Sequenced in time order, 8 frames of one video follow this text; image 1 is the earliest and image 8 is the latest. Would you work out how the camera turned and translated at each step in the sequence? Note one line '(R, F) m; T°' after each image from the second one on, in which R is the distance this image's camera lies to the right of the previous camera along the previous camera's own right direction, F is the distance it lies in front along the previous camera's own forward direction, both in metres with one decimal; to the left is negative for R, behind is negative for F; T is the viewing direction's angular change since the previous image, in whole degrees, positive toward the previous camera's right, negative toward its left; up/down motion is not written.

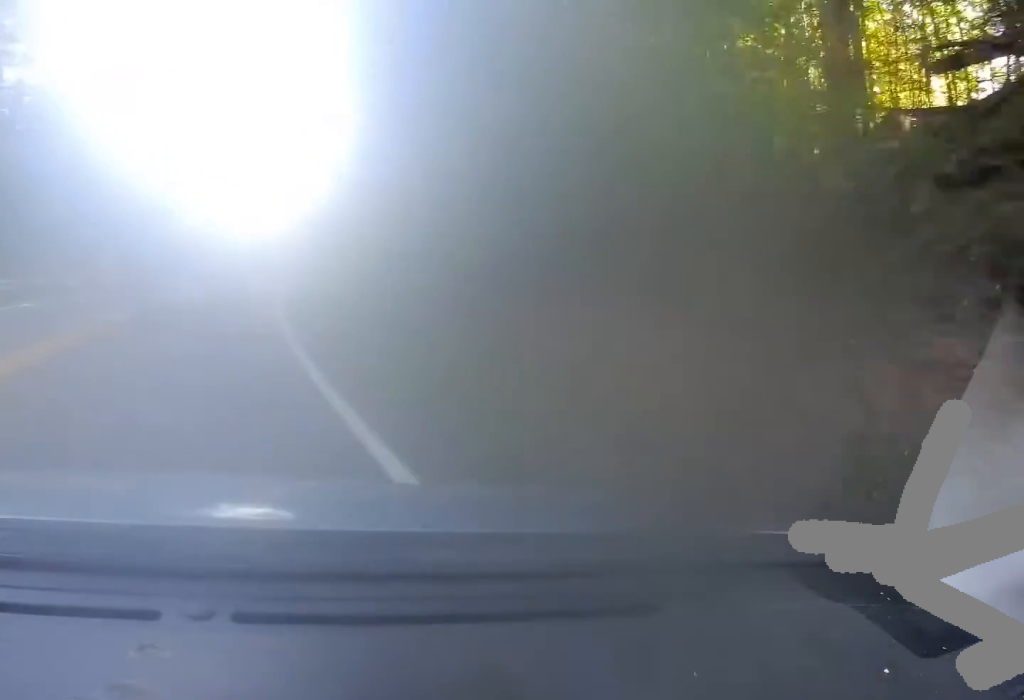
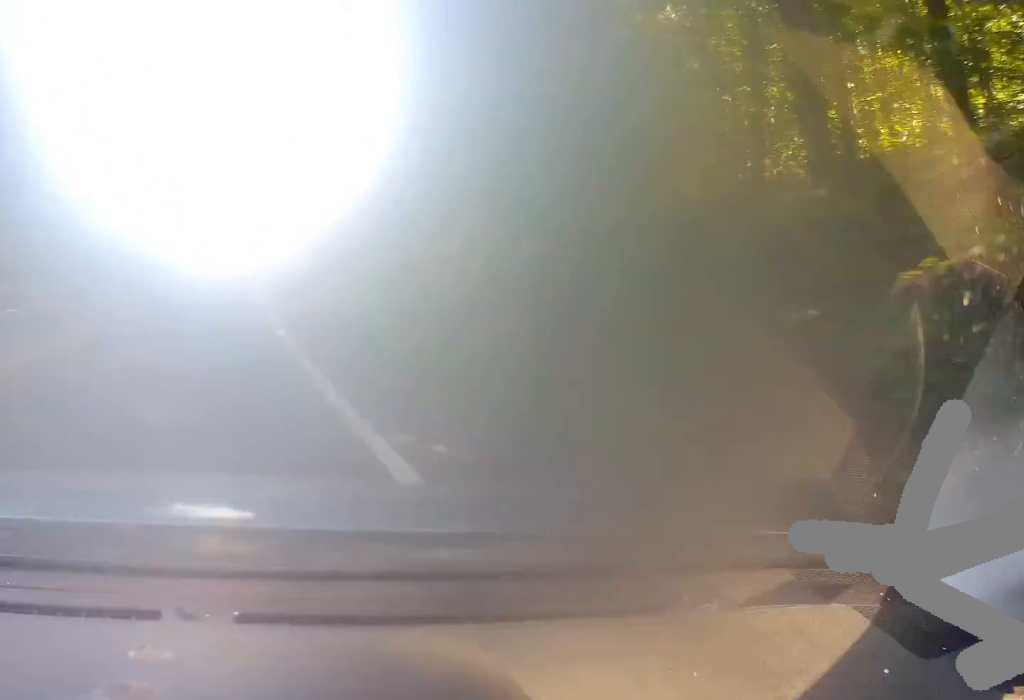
(+0.6, +20.0) m; +4°
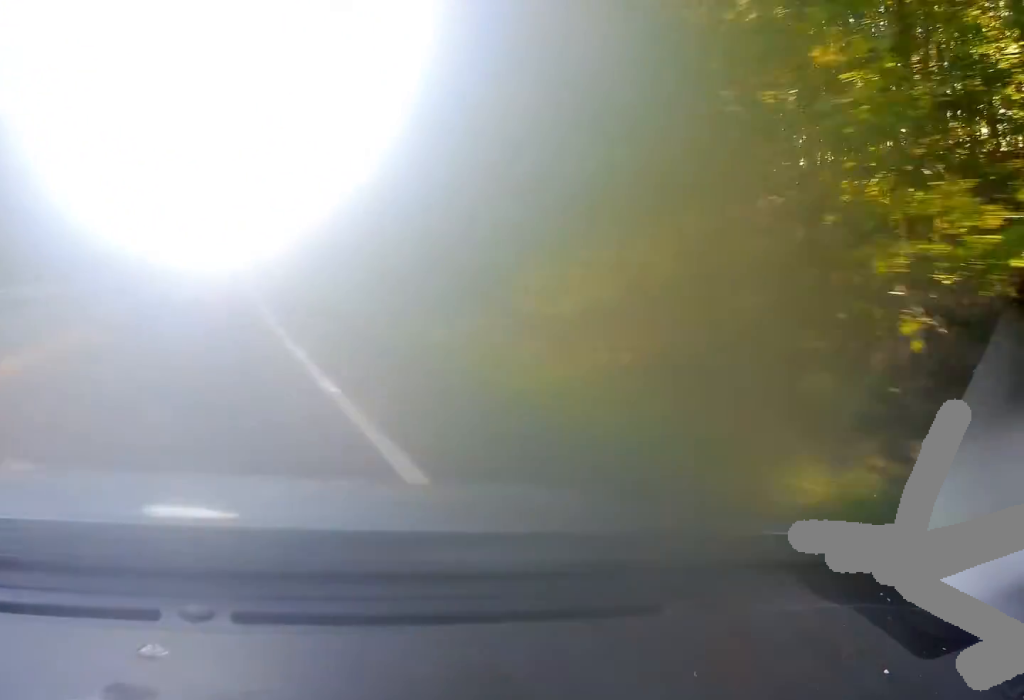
(+0.7, +15.9) m; +3°
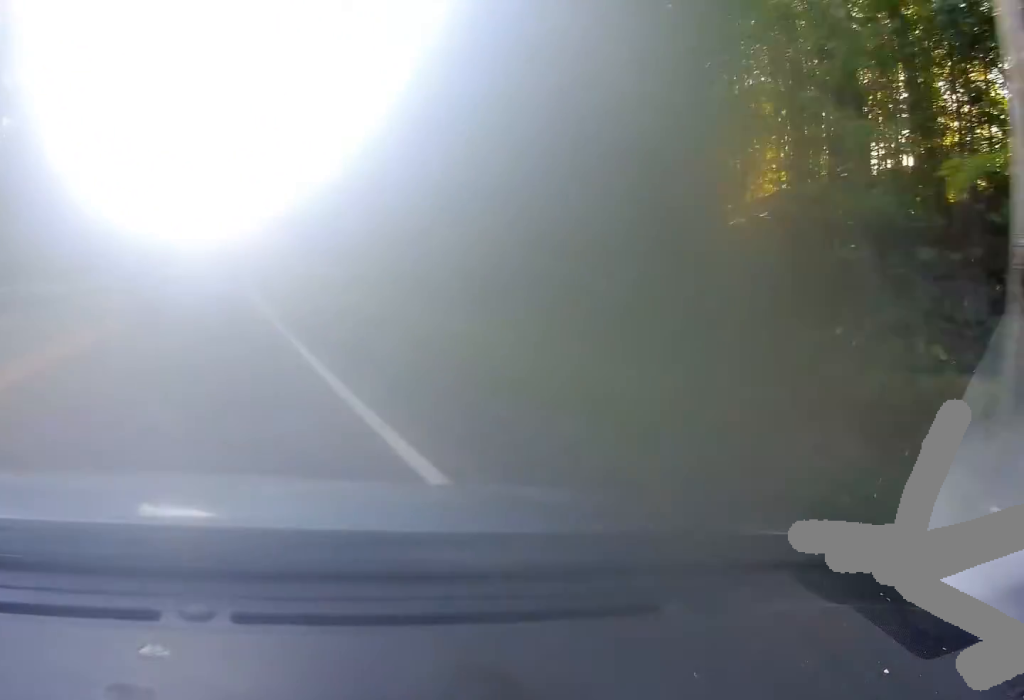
(+0.3, +16.0) m; +1°
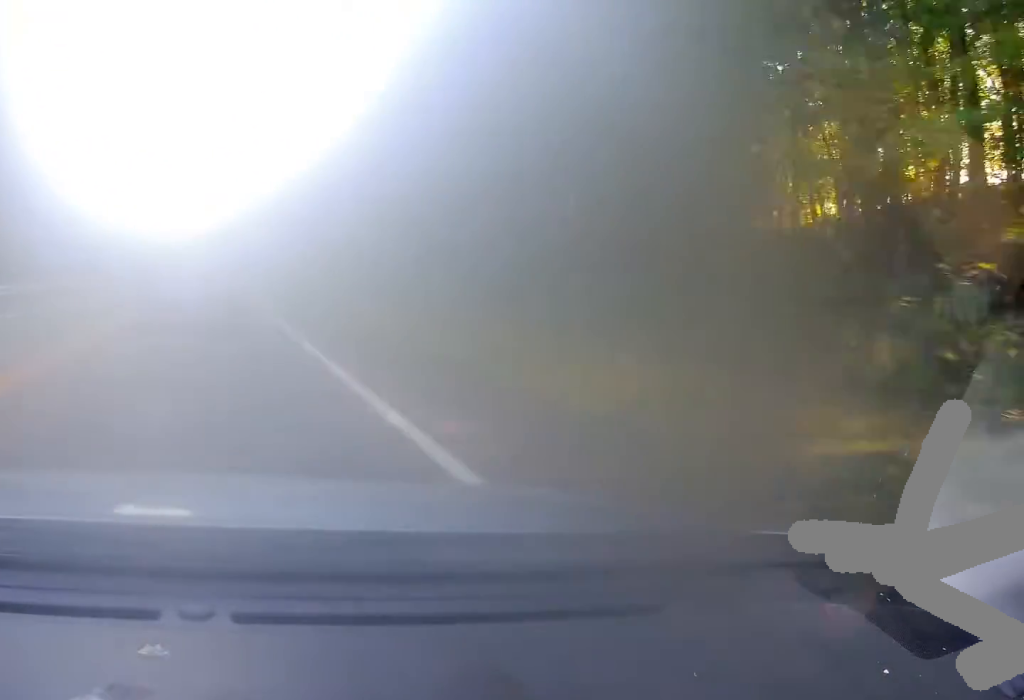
(+0.3, +22.3) m; +1°
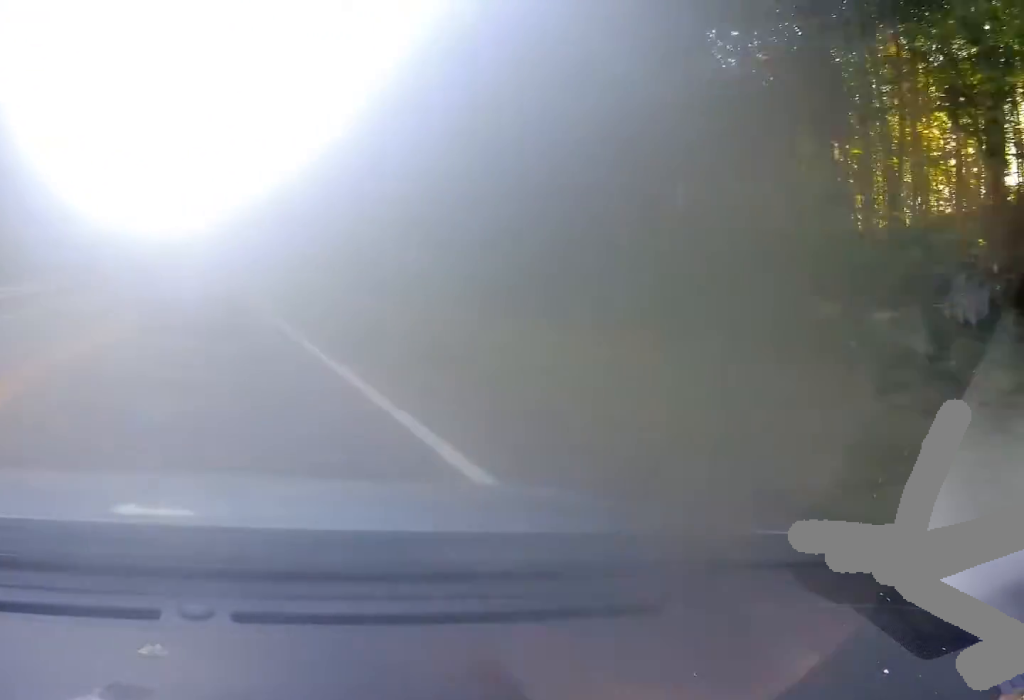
(+0.1, +8.9) m; 0°
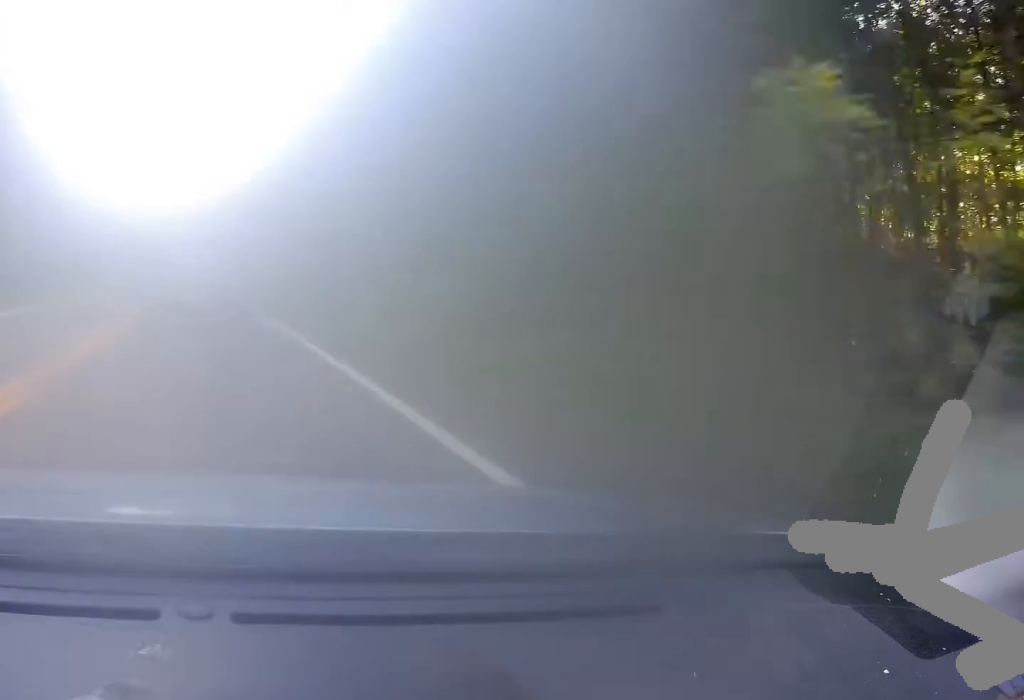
(-0.3, +18.5) m; -1°
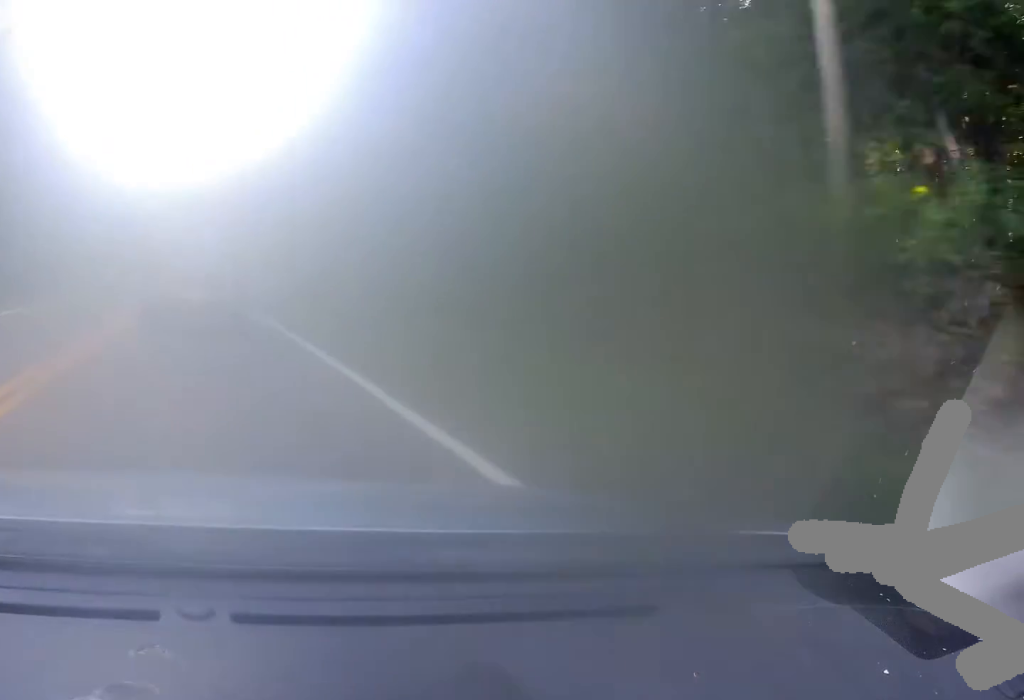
(+1.2, +36.7) m; +1°
